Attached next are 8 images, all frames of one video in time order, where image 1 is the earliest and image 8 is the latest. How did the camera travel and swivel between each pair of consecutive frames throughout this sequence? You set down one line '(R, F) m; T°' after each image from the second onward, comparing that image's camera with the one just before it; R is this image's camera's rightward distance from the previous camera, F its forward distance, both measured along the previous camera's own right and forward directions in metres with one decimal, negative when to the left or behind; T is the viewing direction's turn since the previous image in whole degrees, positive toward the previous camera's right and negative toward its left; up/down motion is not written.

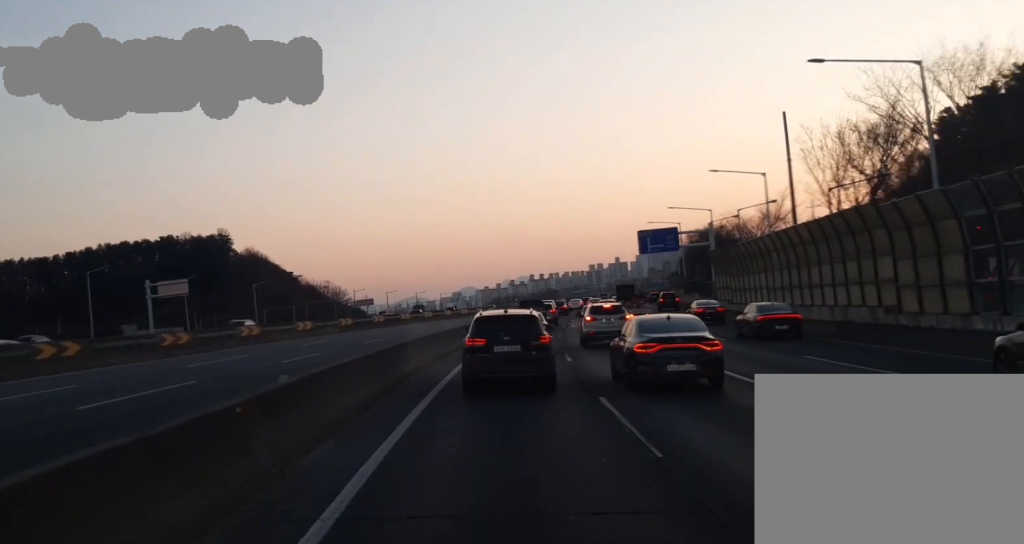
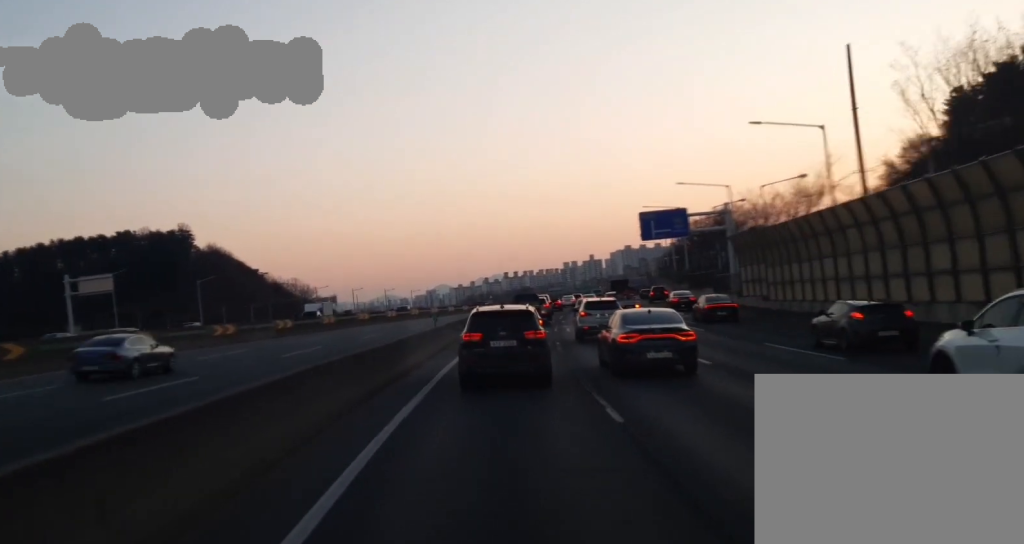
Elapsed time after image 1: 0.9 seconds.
(0.0, +15.5) m; +1°
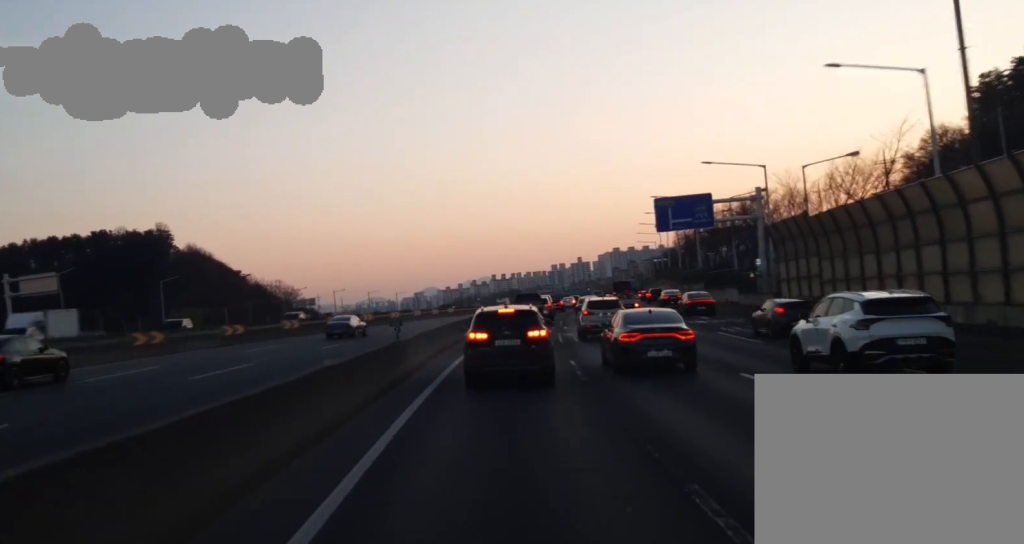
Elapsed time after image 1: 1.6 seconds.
(+0.3, +11.2) m; 0°
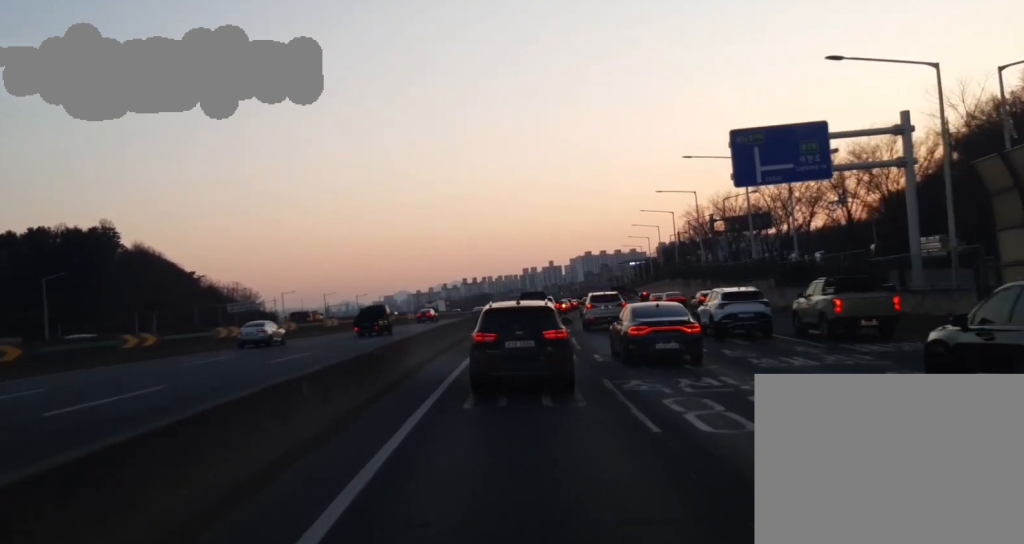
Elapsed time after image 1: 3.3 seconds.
(+0.2, +25.1) m; +3°
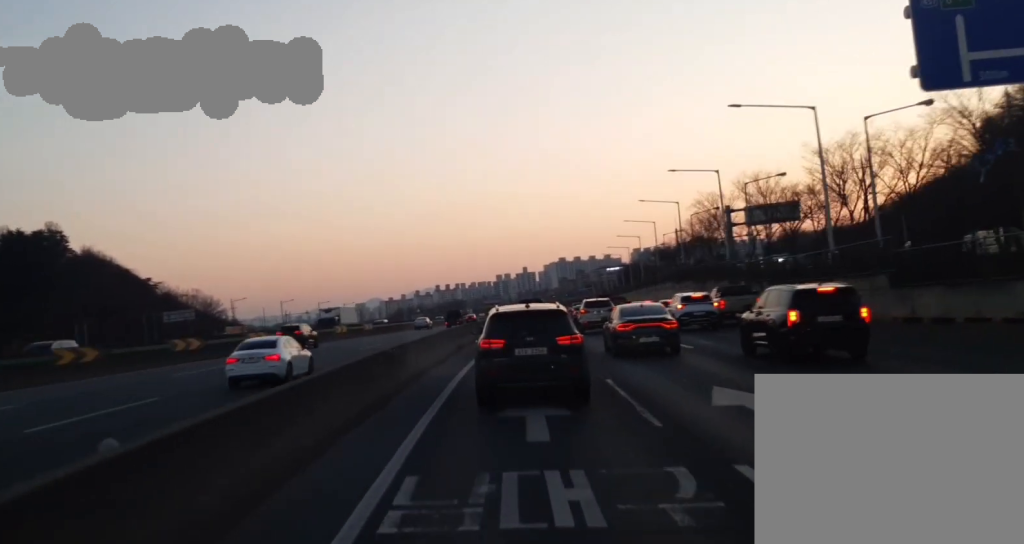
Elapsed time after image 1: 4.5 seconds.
(+0.6, +17.9) m; +1°
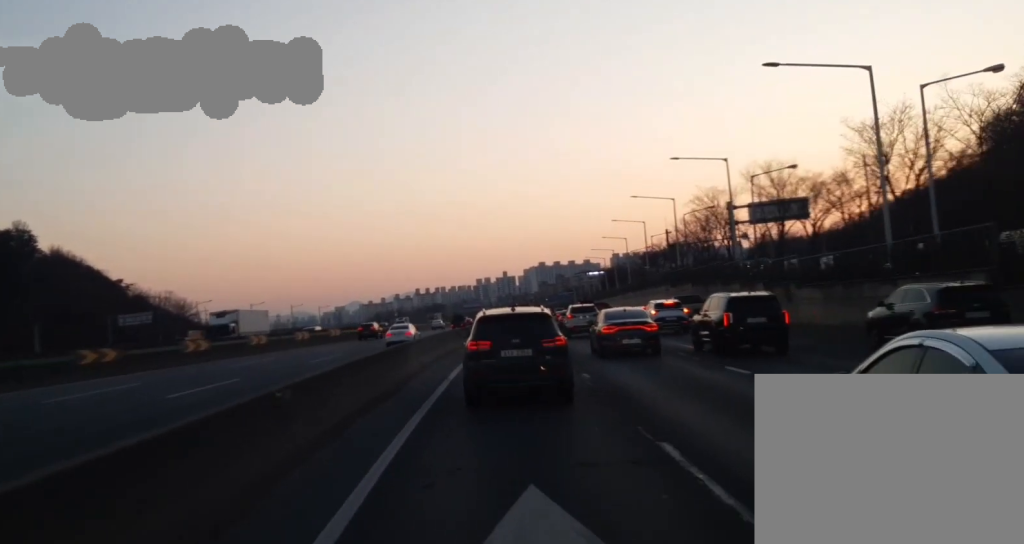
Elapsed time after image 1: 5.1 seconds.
(-0.1, +9.0) m; 0°
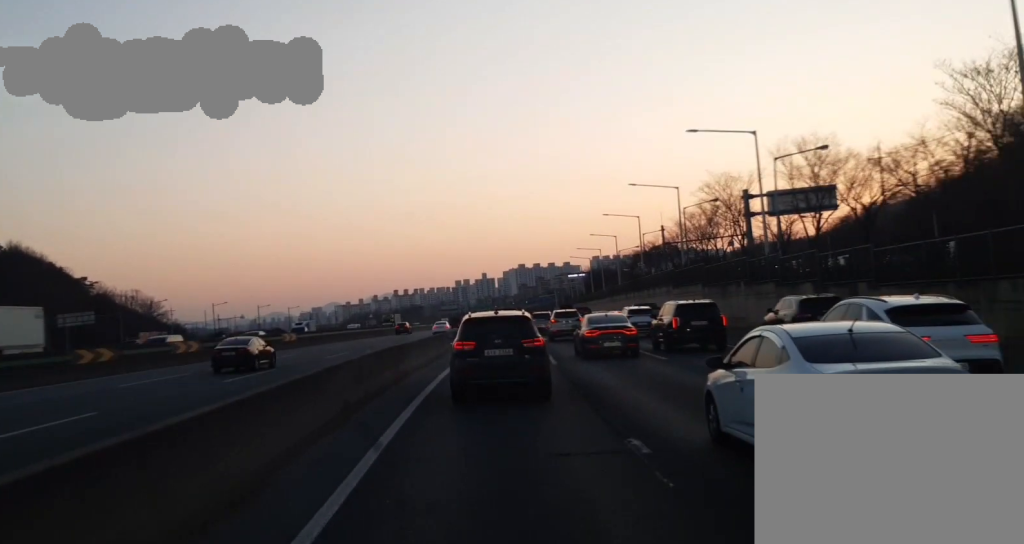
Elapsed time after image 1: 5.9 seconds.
(-0.1, +11.3) m; +2°
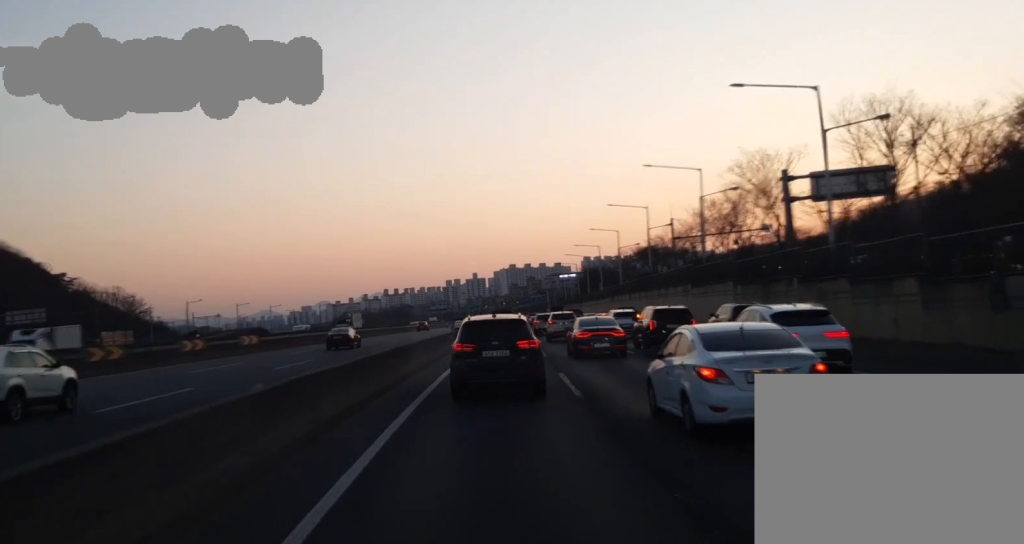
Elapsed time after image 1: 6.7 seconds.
(+0.4, +10.5) m; +2°
